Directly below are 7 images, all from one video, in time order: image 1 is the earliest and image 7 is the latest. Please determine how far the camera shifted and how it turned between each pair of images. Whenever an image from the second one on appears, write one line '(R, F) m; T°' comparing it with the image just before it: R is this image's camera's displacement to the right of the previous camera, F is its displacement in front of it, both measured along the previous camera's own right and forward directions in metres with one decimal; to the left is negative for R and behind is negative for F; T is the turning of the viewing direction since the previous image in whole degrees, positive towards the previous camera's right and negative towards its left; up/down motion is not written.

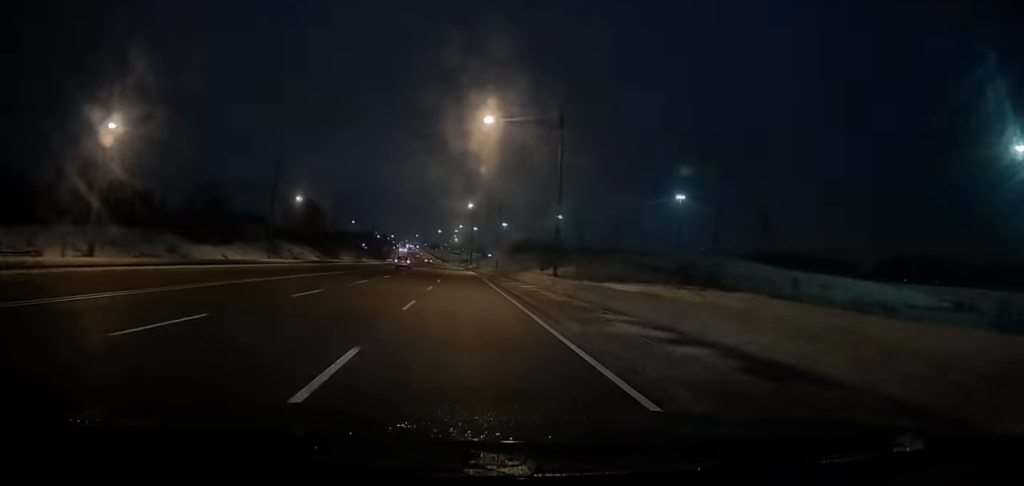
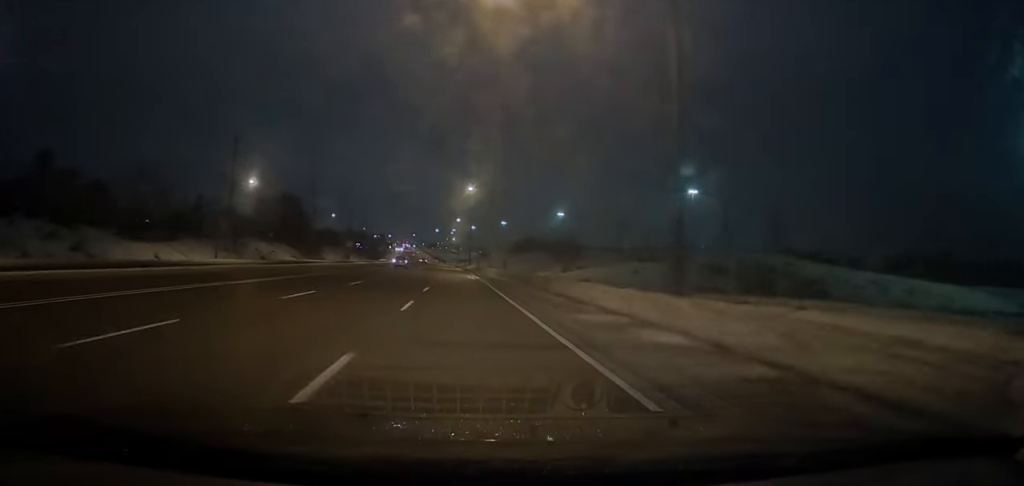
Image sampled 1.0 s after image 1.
(0.0, +19.0) m; 0°
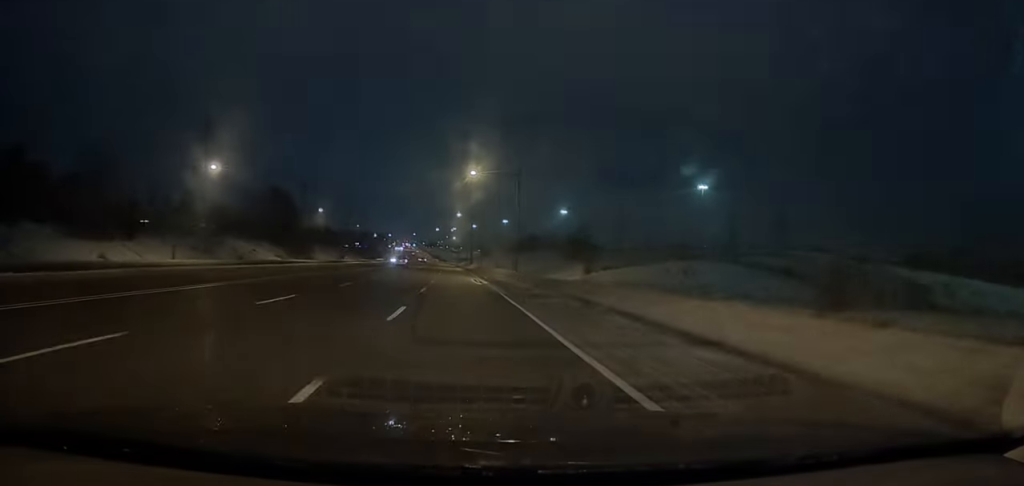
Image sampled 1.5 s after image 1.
(0.0, +11.2) m; 0°
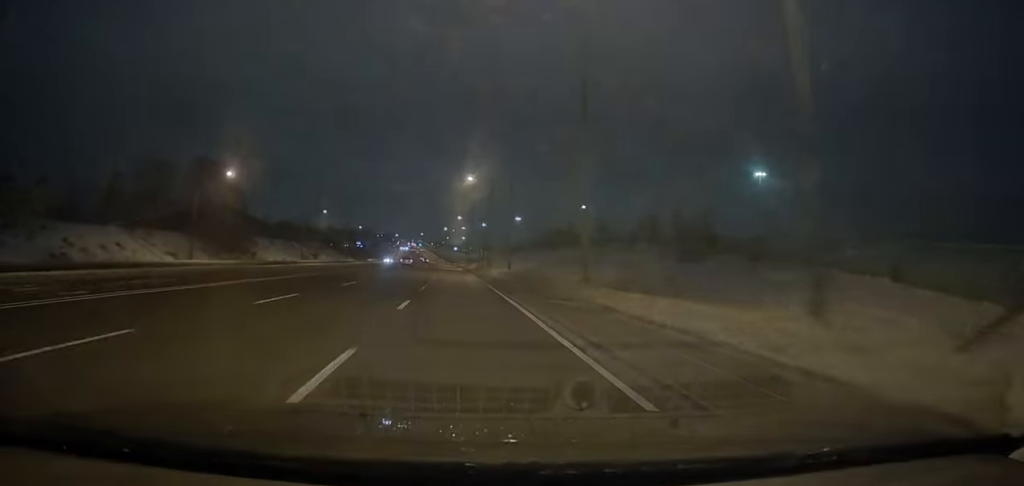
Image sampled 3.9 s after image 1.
(-0.8, +46.1) m; -1°
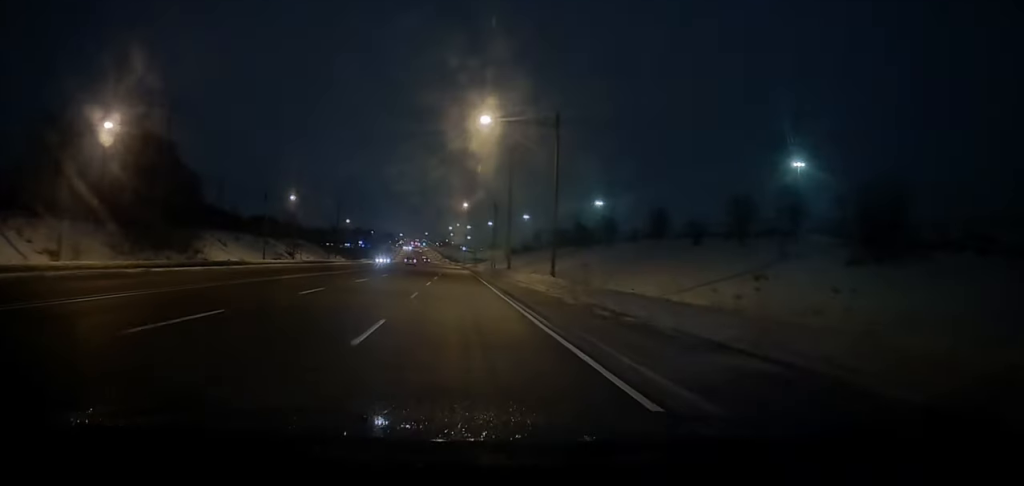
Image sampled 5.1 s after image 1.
(+0.3, +24.0) m; 0°
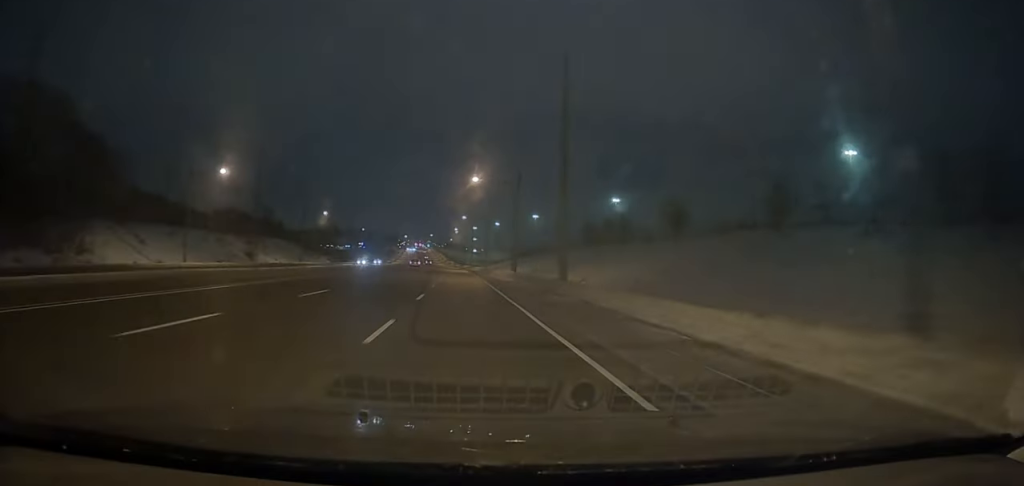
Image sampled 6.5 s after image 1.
(-0.3, +27.4) m; -1°
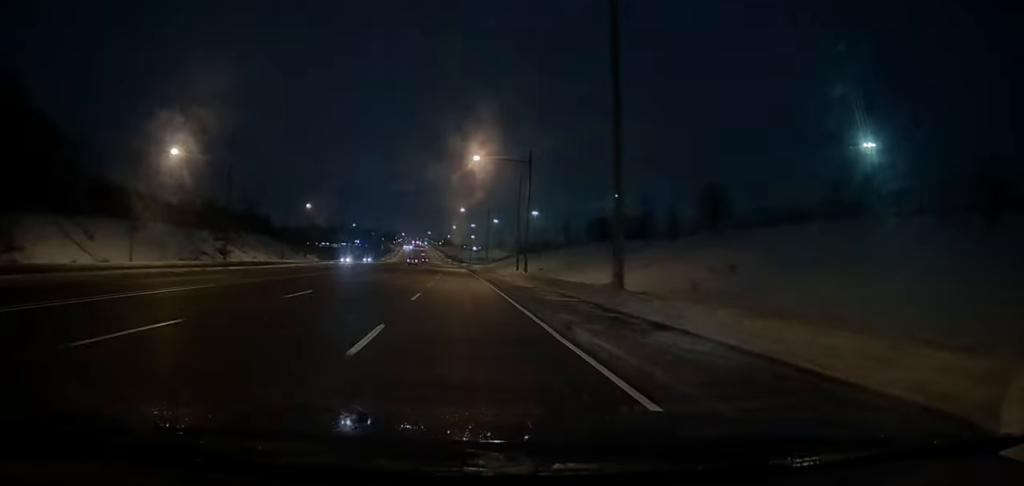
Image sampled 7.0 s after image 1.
(0.0, +10.5) m; 0°
